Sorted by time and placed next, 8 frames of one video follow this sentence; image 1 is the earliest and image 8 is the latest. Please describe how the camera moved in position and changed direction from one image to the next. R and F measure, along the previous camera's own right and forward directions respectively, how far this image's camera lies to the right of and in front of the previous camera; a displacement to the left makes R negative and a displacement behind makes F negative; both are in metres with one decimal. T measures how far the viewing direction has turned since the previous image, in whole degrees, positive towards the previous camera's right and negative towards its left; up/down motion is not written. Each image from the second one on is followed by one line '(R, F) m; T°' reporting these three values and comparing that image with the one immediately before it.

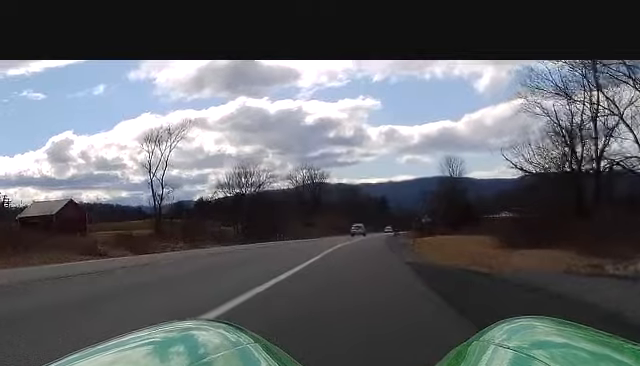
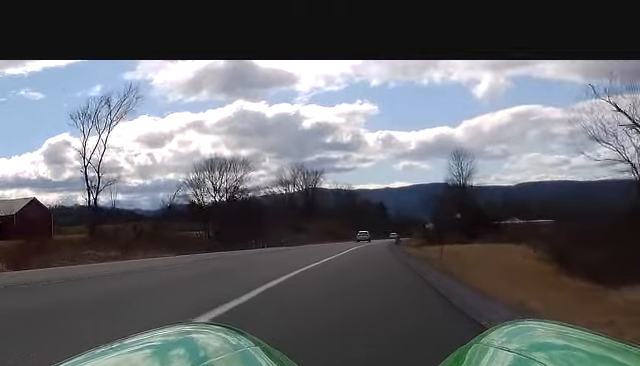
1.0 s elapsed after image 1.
(-0.1, +19.0) m; -1°
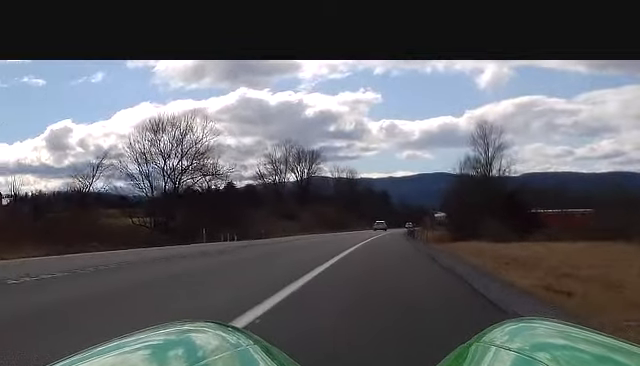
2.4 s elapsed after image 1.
(-0.2, +26.4) m; 0°
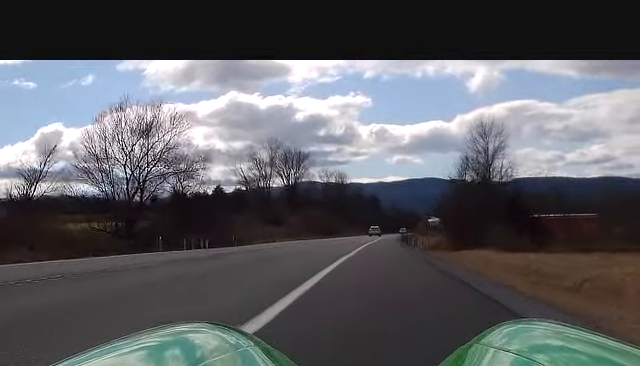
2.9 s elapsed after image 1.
(+0.1, +8.7) m; 0°
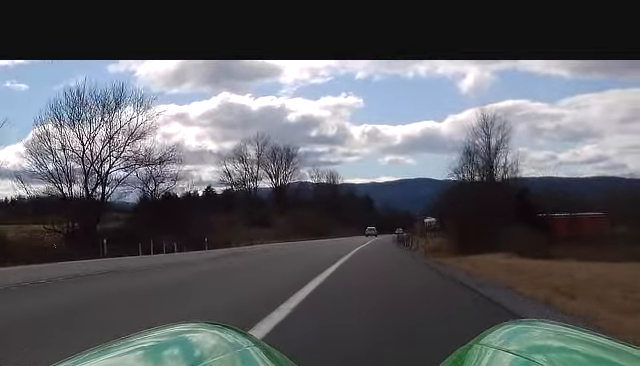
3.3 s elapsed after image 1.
(+0.1, +8.1) m; 0°
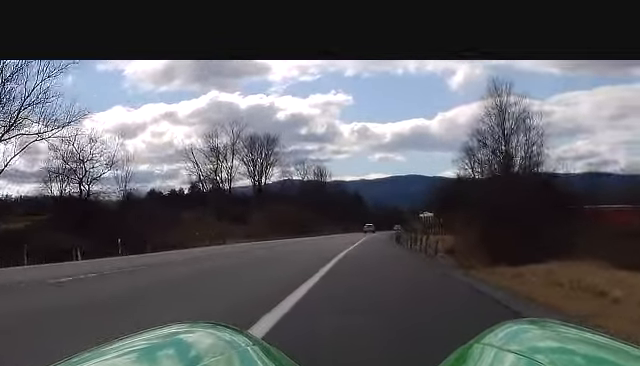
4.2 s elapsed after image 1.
(0.0, +17.3) m; 0°
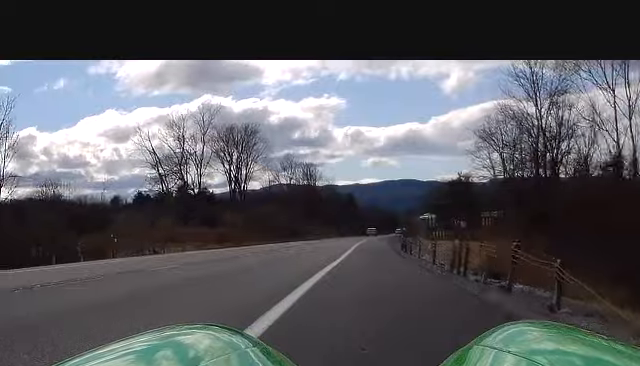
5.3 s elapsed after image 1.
(0.0, +19.0) m; +1°
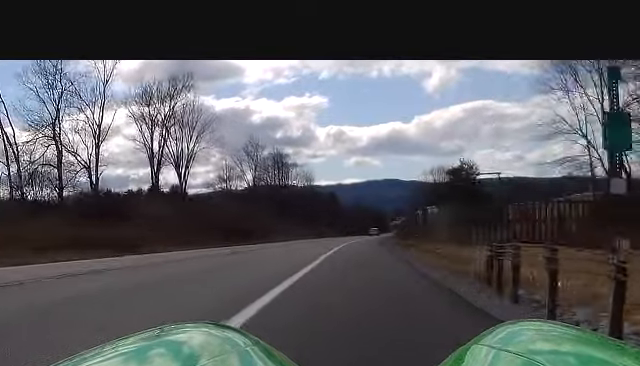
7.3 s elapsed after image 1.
(+0.9, +36.8) m; 0°
